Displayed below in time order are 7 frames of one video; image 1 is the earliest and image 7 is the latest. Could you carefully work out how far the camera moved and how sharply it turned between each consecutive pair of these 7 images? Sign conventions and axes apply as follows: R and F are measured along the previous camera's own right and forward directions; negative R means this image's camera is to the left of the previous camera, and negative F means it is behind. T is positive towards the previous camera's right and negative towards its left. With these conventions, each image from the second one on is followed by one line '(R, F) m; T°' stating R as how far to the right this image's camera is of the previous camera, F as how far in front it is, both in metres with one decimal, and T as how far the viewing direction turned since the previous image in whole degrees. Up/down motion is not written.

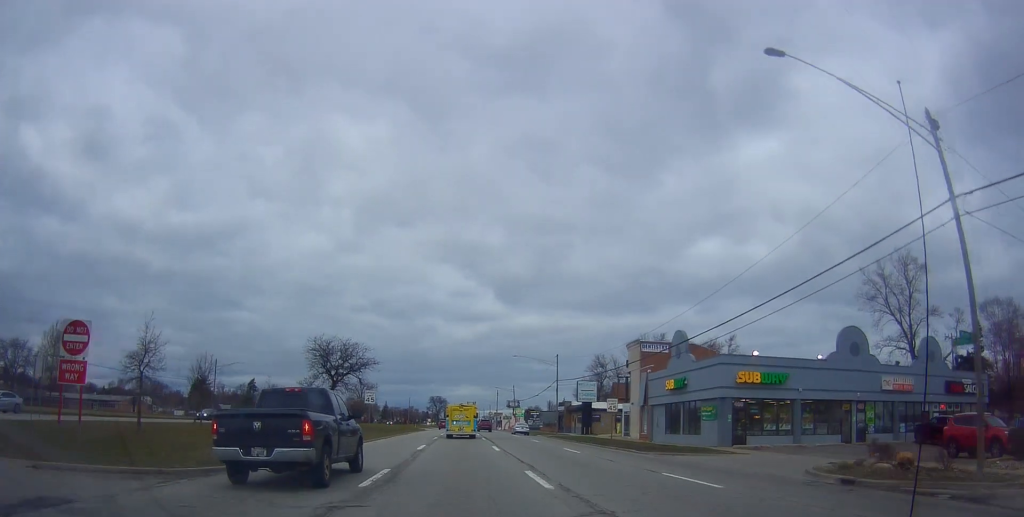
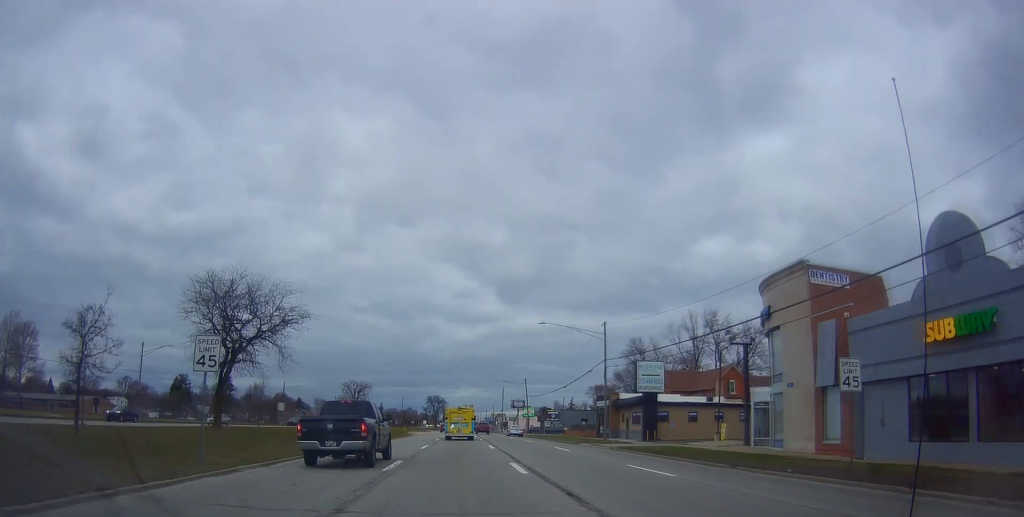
(-0.1, +27.4) m; +2°
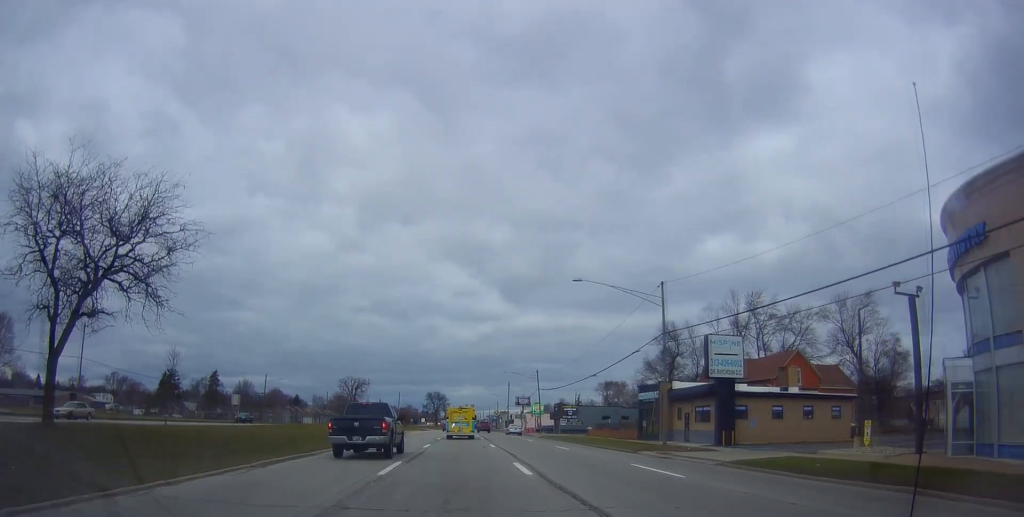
(+0.2, +15.4) m; -1°
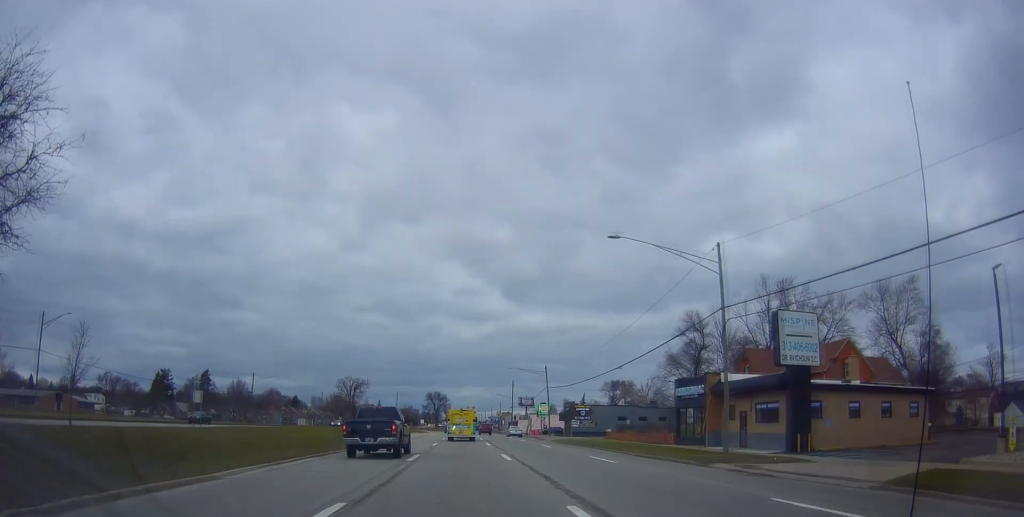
(+0.1, +8.9) m; -1°
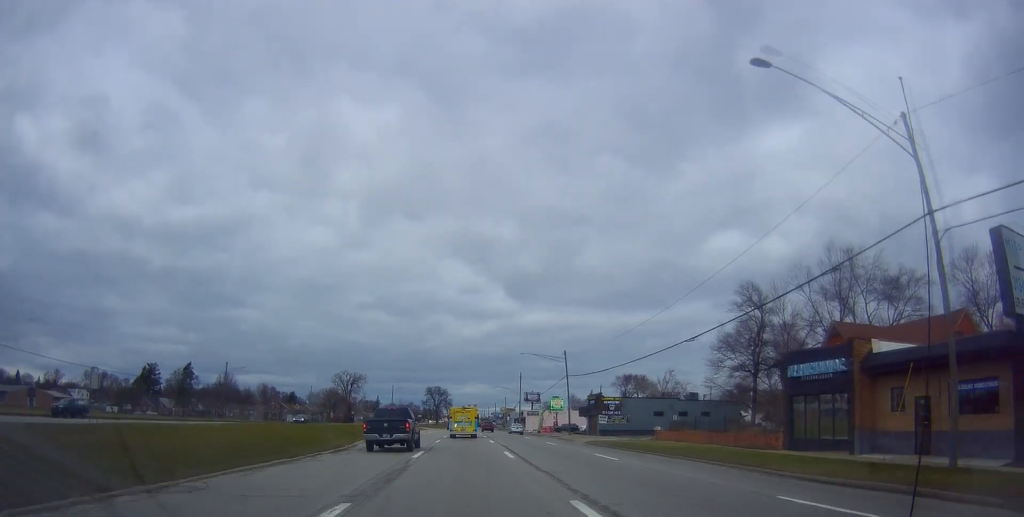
(-0.7, +15.5) m; 0°
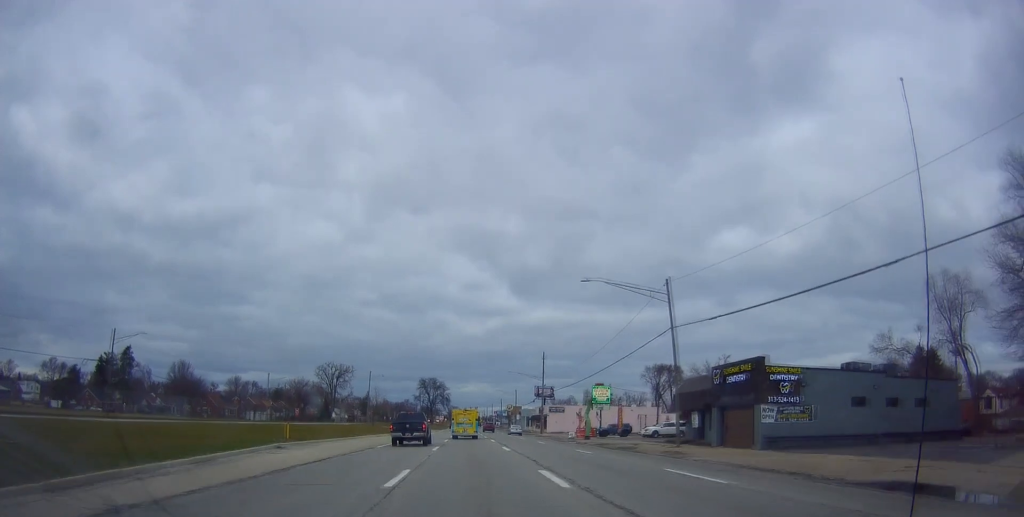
(+0.9, +39.2) m; +1°
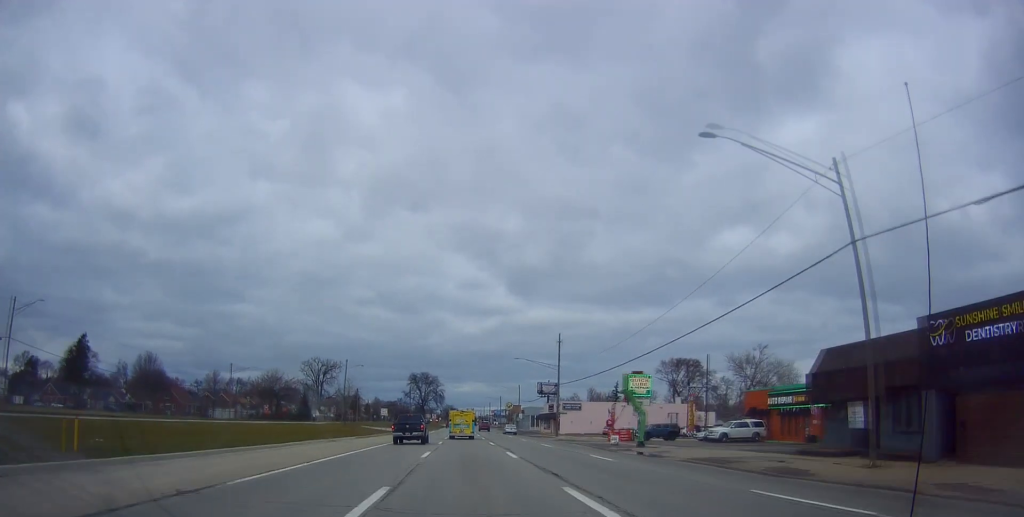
(+0.2, +20.3) m; -1°
